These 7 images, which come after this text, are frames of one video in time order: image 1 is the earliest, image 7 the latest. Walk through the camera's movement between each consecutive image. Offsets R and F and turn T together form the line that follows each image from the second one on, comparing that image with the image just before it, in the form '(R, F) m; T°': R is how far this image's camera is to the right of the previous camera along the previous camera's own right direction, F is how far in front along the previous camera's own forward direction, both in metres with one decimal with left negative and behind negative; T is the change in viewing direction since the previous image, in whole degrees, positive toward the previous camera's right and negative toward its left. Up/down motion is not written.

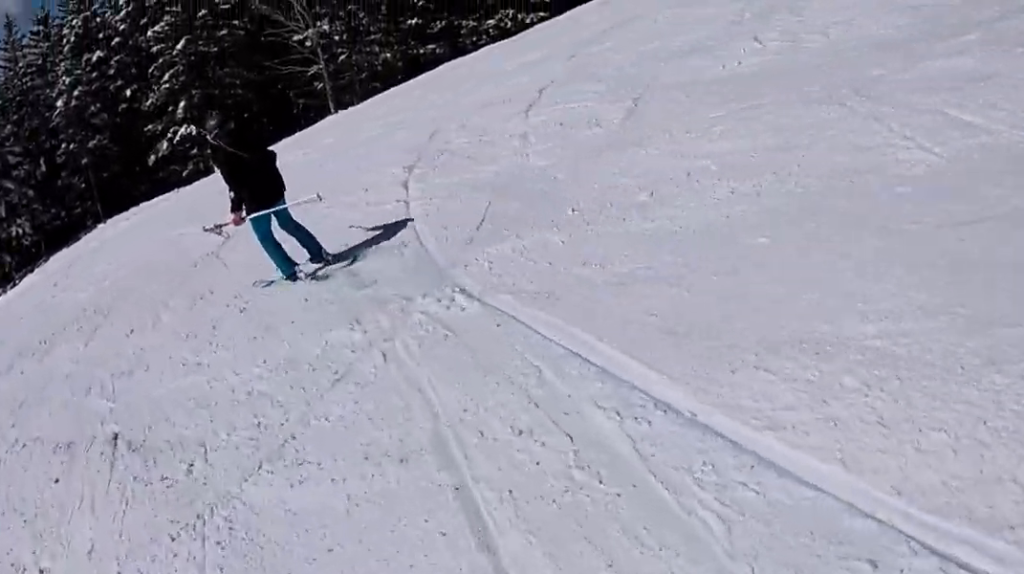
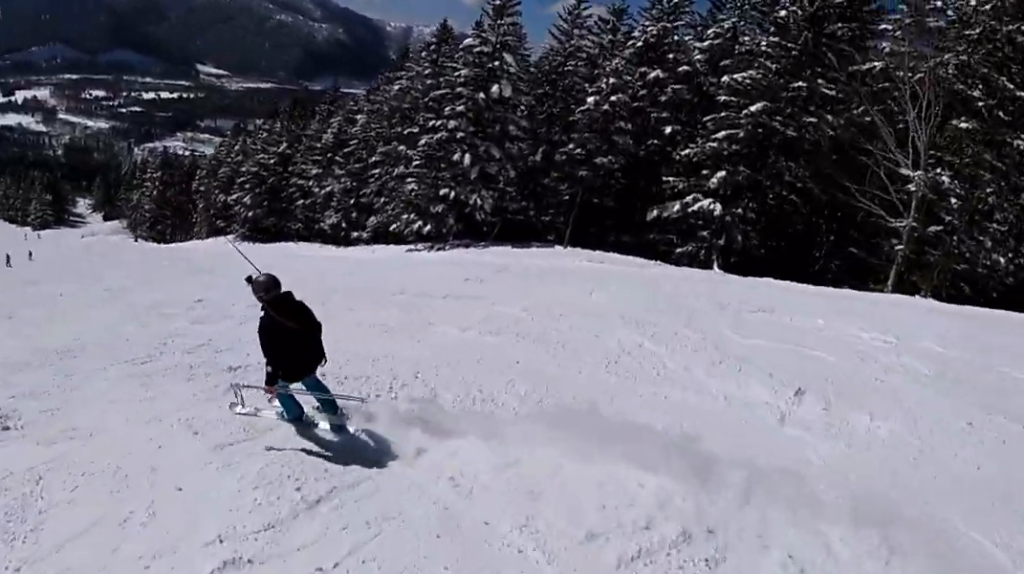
(-1.0, +6.8) m; -25°
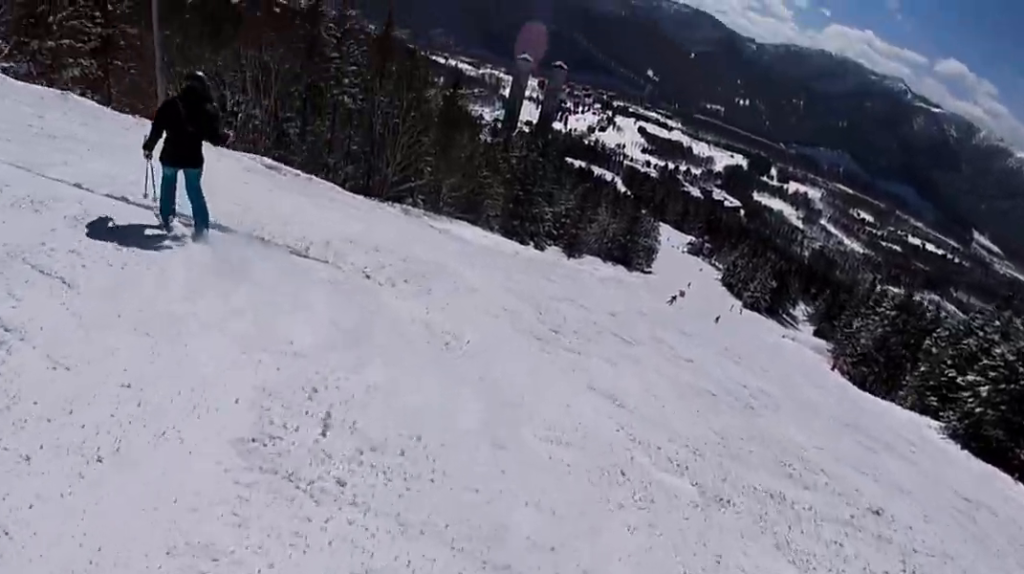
(-3.9, +7.8) m; -42°
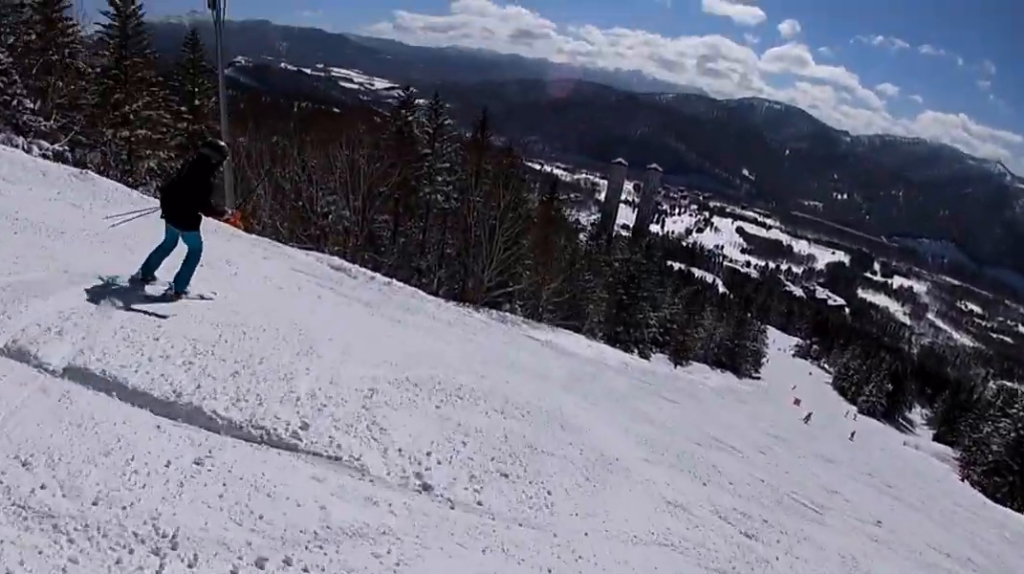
(-0.8, +3.6) m; +3°
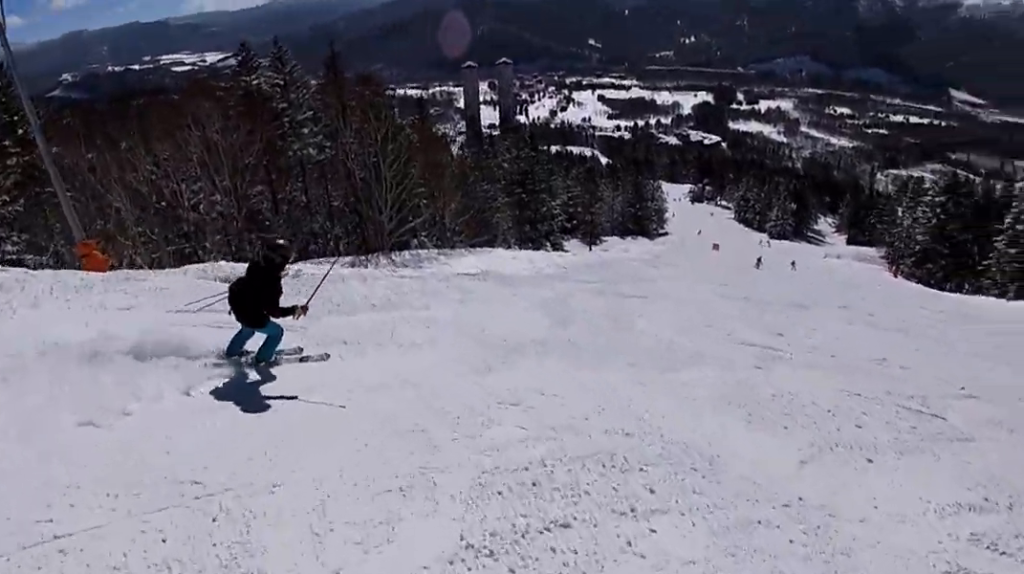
(+0.7, +3.5) m; +23°
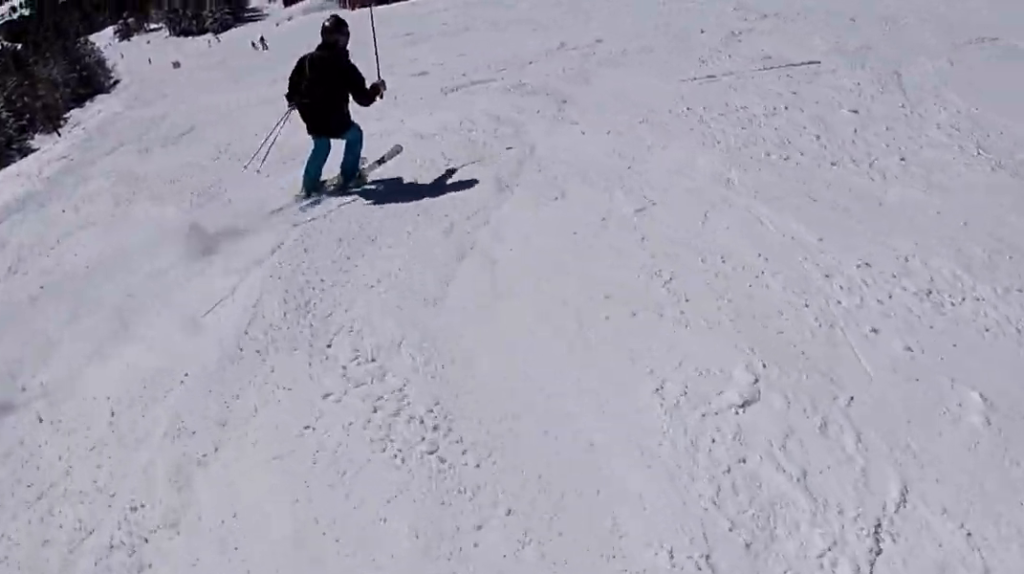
(+1.7, +4.6) m; +28°
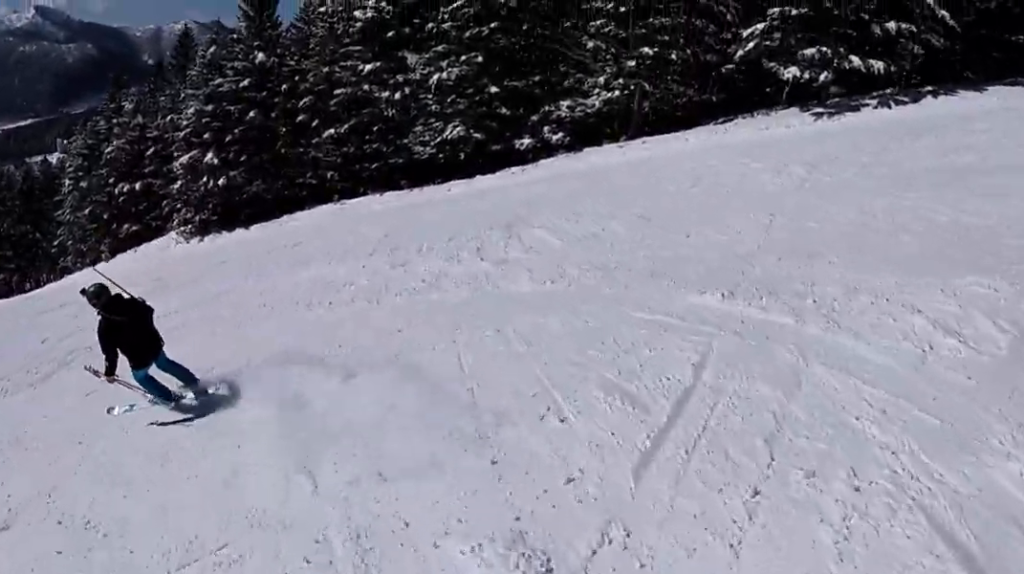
(+0.8, +9.4) m; -6°
